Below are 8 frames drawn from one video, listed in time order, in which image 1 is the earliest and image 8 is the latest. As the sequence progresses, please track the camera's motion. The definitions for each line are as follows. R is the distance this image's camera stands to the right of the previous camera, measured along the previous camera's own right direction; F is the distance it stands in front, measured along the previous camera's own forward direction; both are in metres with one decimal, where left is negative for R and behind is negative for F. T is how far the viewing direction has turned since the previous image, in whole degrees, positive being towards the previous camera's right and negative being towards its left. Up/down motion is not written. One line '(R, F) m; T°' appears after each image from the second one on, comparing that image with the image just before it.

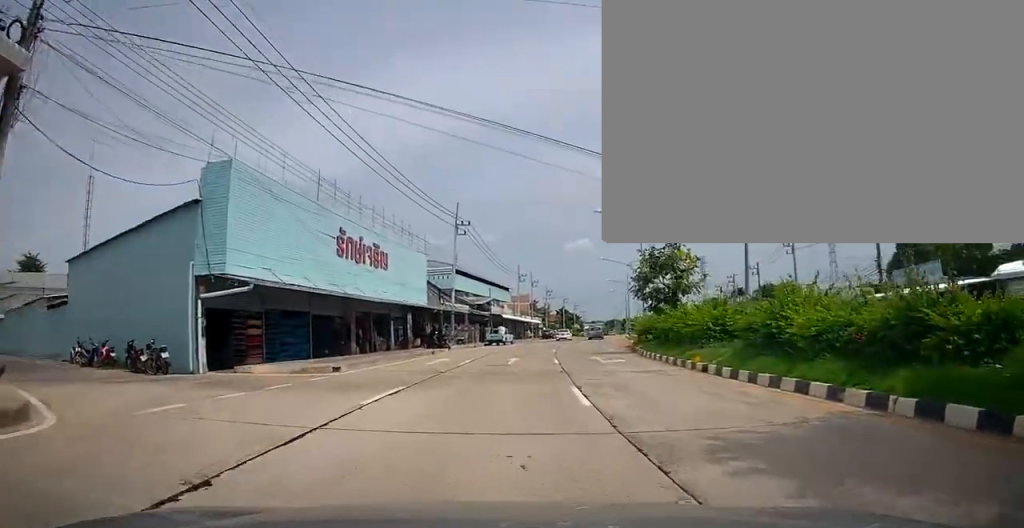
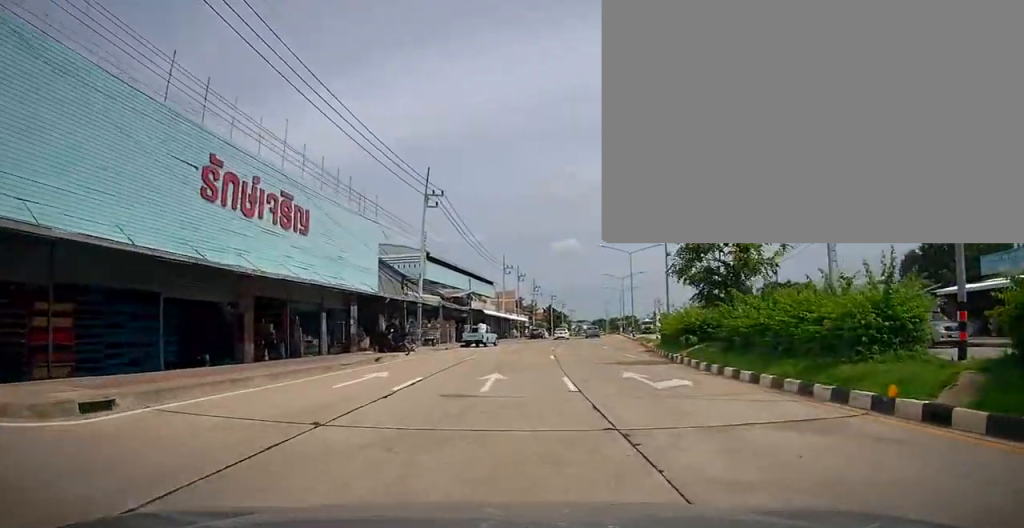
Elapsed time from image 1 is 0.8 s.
(+0.2, +10.0) m; +2°
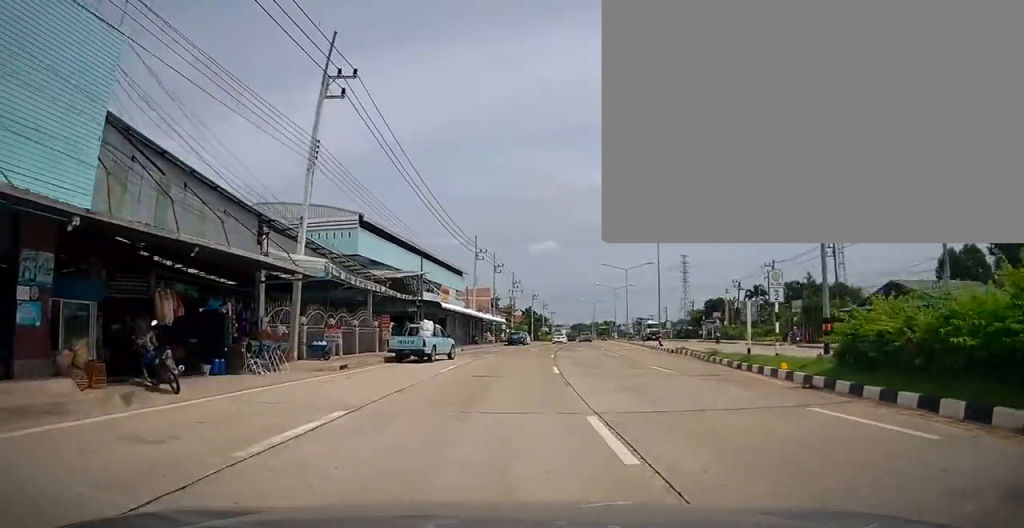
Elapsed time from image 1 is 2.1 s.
(+0.2, +18.4) m; +1°
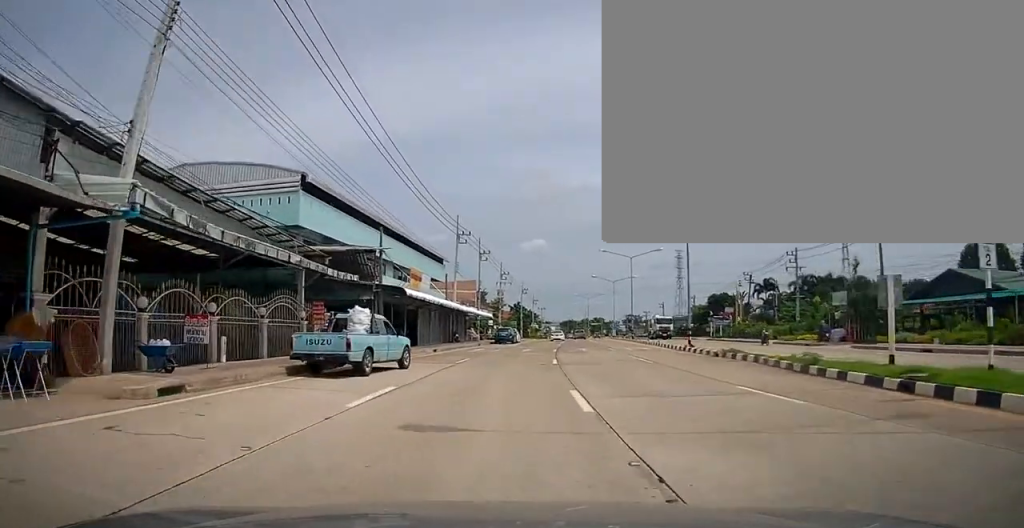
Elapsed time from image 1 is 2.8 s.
(0.0, +9.1) m; +2°
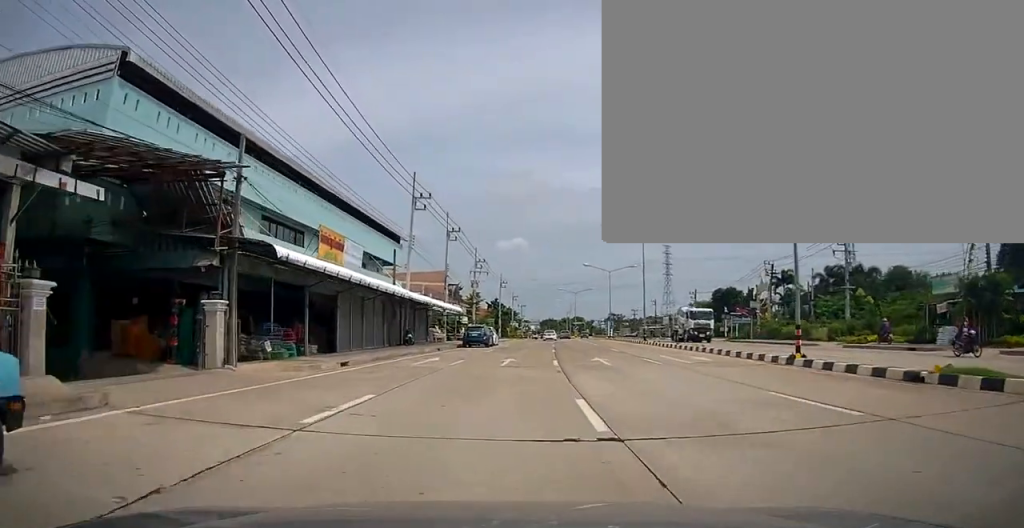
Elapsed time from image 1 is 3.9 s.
(+0.5, +14.3) m; +4°
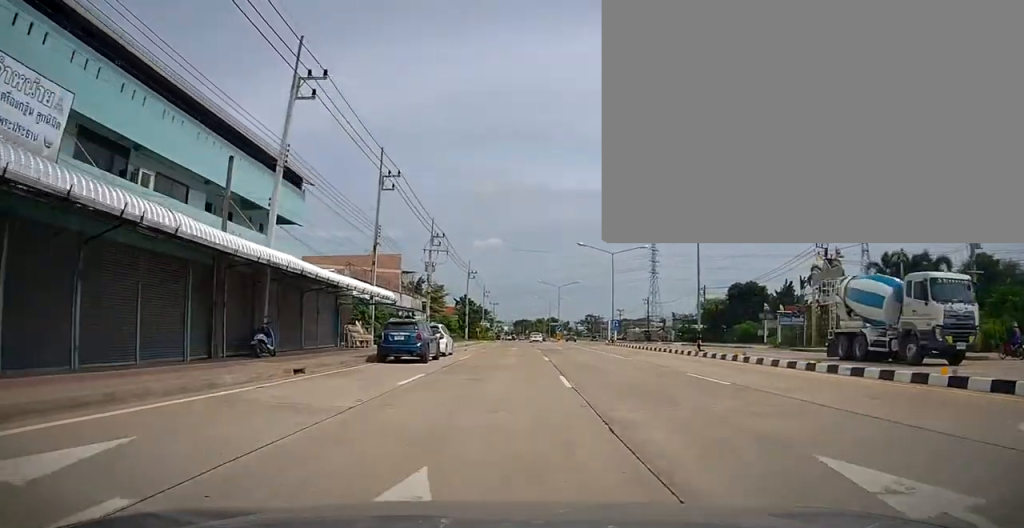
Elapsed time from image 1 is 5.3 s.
(+0.6, +18.8) m; +3°
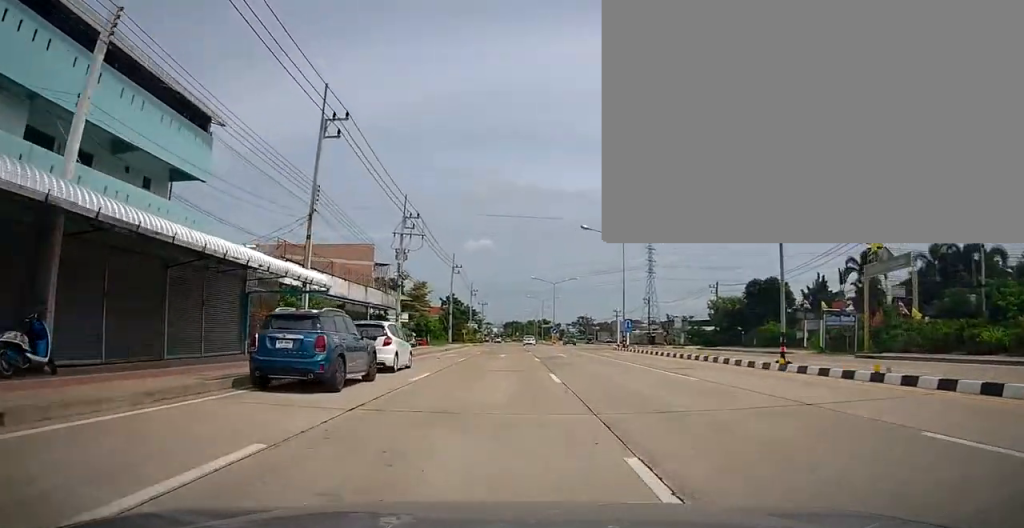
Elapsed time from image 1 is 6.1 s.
(+0.1, +9.7) m; 0°
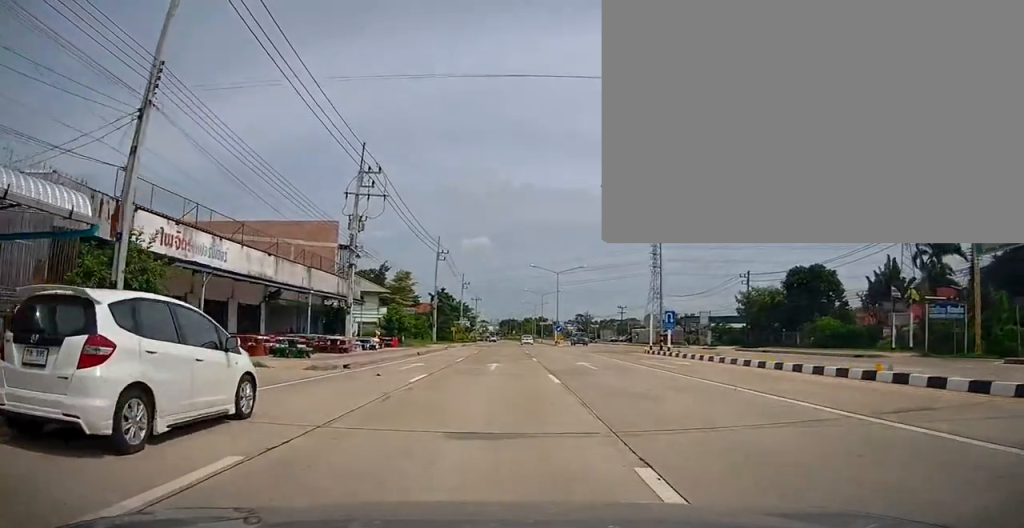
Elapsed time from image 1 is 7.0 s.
(0.0, +12.1) m; 0°
